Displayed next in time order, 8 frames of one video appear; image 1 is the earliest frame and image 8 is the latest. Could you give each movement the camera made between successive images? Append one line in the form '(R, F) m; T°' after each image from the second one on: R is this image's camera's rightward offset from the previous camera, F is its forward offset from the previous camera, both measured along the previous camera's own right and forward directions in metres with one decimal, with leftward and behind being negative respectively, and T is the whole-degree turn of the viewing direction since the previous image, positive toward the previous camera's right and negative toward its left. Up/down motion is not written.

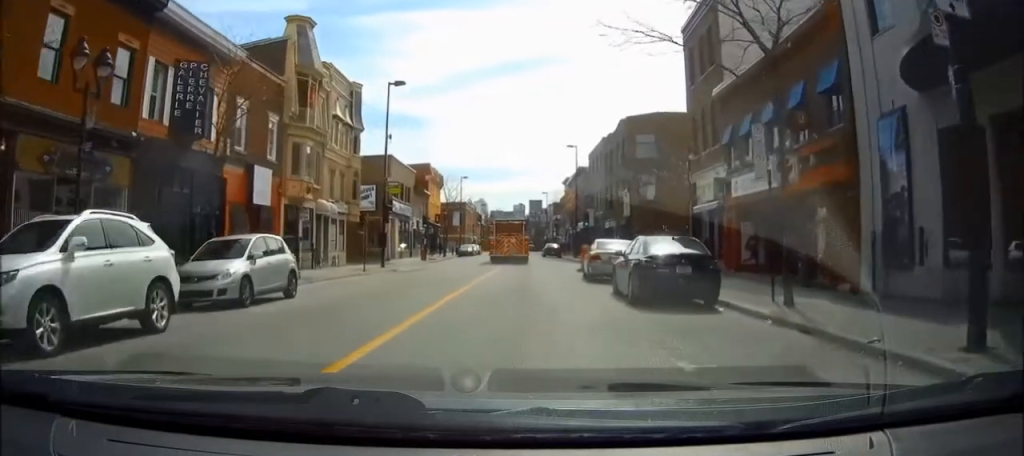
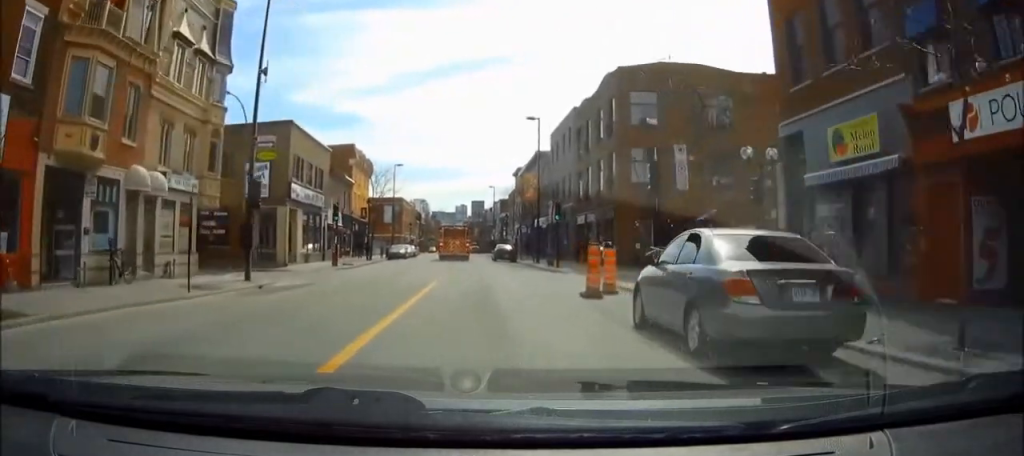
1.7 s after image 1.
(+0.7, +13.2) m; +5°
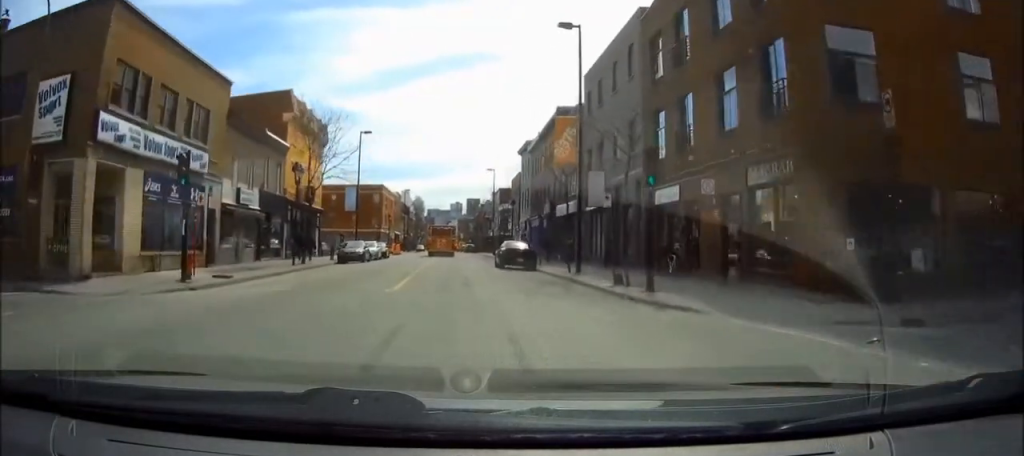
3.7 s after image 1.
(+0.2, +19.8) m; +2°
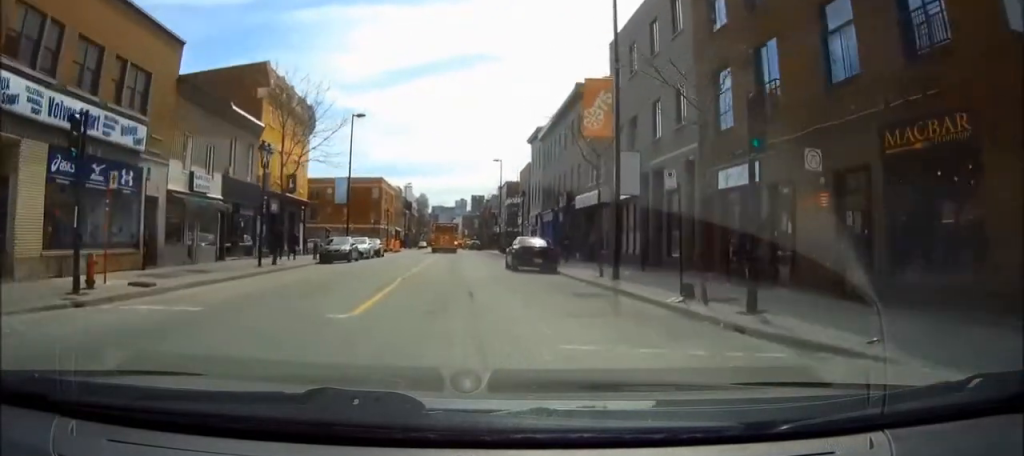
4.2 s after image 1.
(+0.1, +5.9) m; +1°
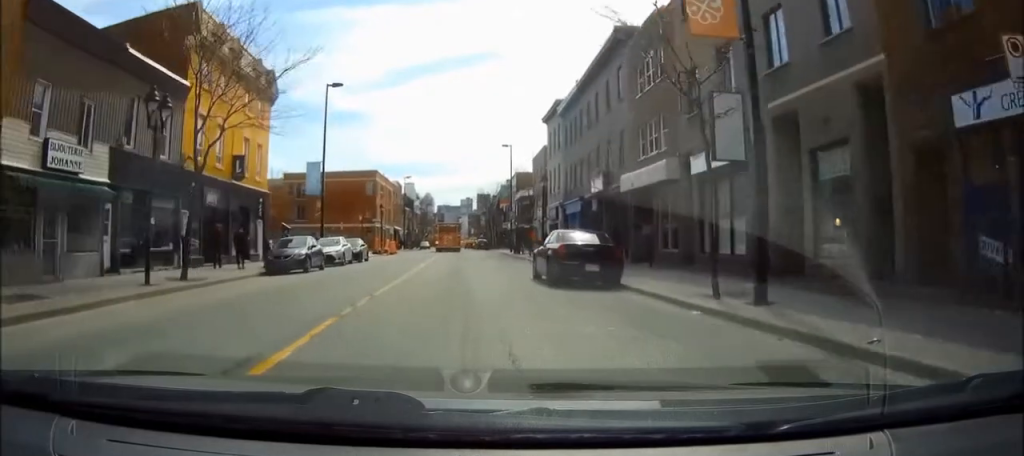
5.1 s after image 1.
(0.0, +10.0) m; 0°
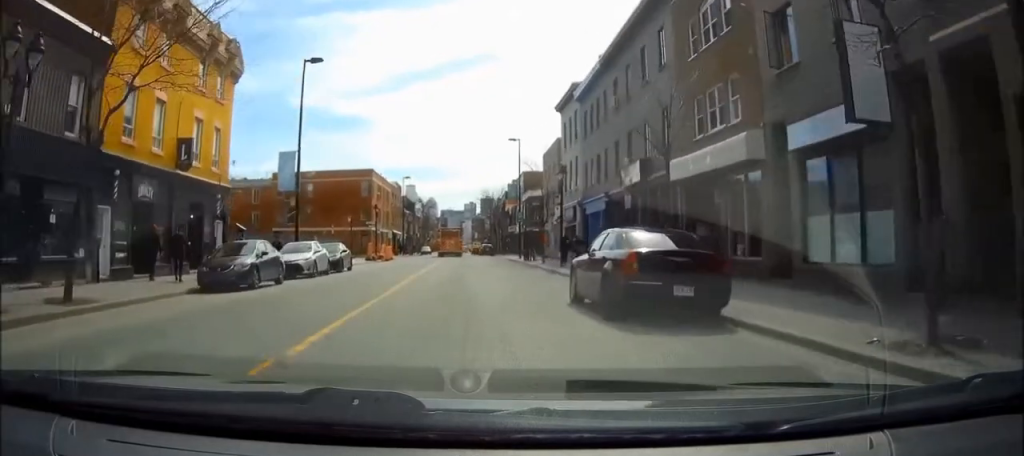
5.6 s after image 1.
(0.0, +6.3) m; 0°
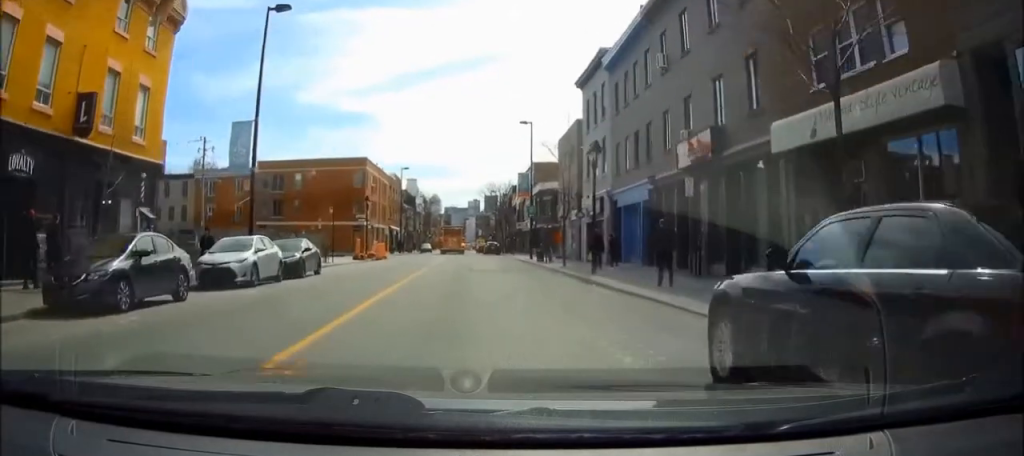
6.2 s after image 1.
(-0.1, +7.2) m; 0°
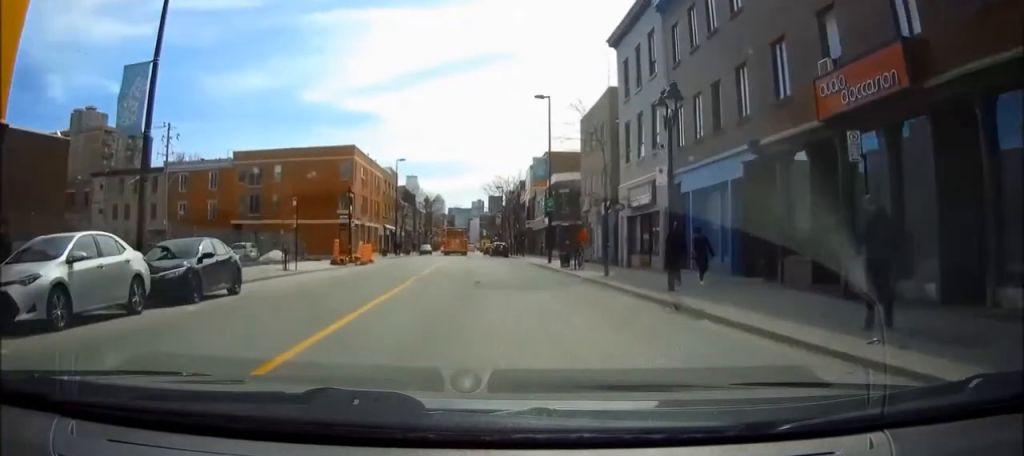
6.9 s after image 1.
(0.0, +9.4) m; 0°
